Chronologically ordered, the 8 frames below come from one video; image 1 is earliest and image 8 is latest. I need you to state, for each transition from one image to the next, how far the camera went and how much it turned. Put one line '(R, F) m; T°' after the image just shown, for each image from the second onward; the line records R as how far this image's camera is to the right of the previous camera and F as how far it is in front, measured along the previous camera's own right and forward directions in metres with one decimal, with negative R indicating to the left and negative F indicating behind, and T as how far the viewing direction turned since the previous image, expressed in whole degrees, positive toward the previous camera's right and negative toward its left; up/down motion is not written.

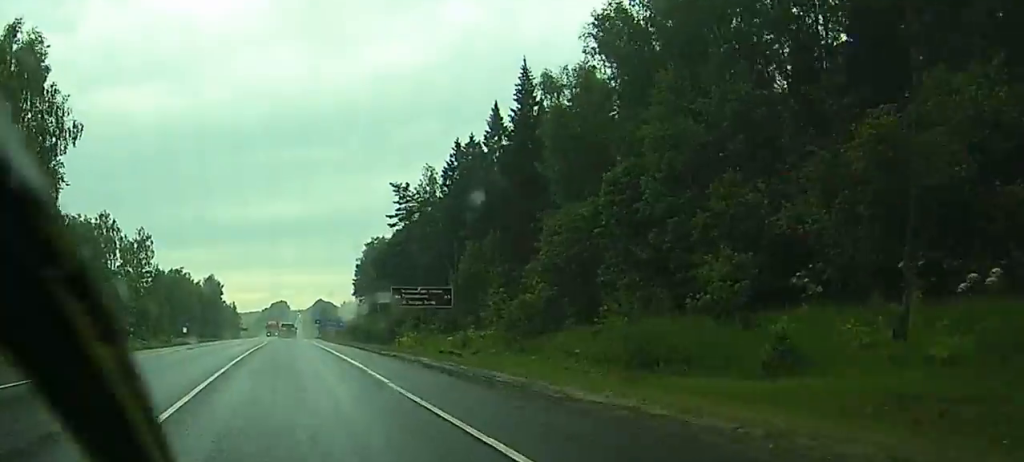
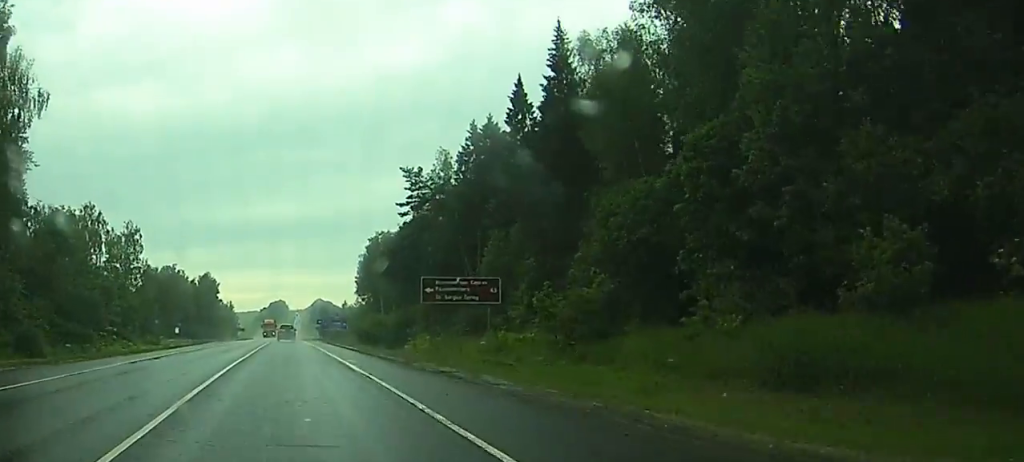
(0.0, +10.8) m; 0°
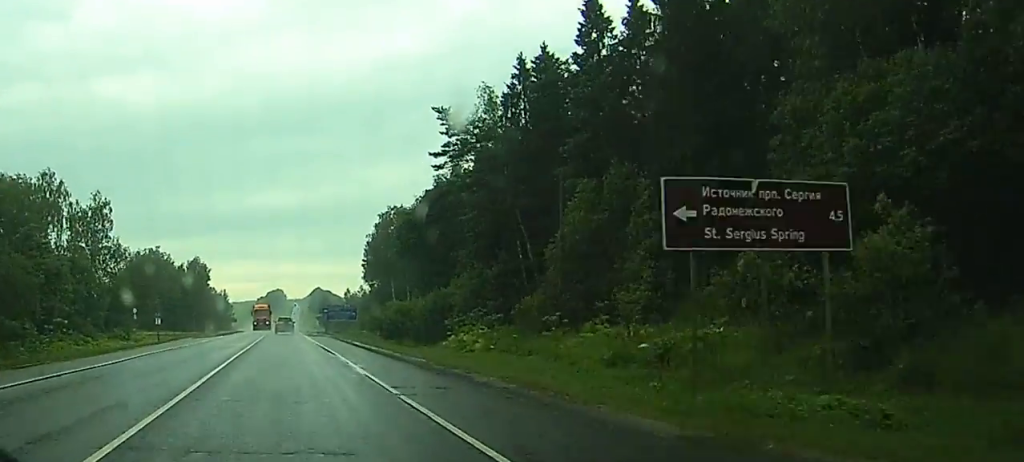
(0.0, +23.5) m; 0°
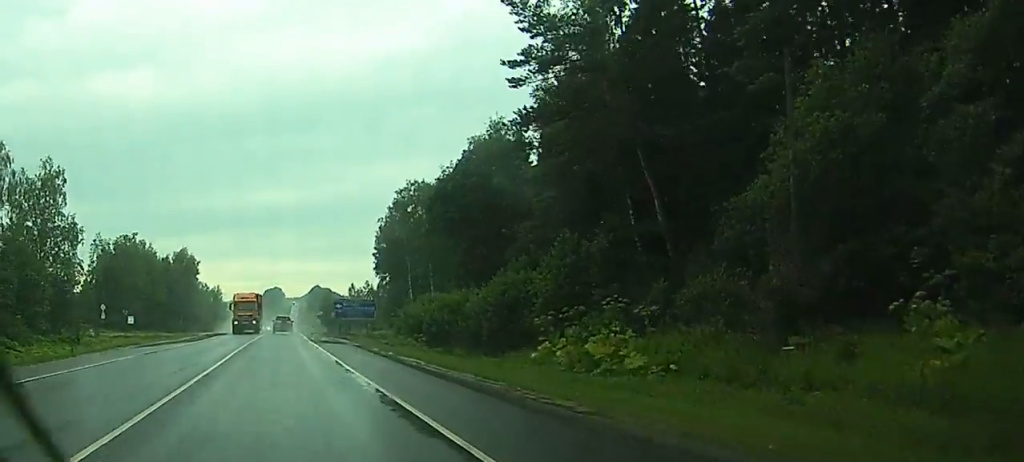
(+0.1, +25.4) m; +1°
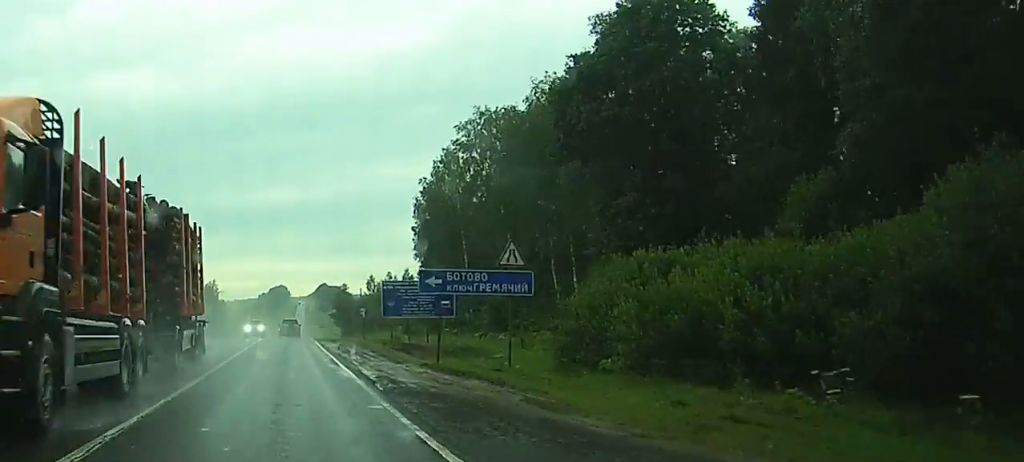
(+0.2, +40.3) m; 0°
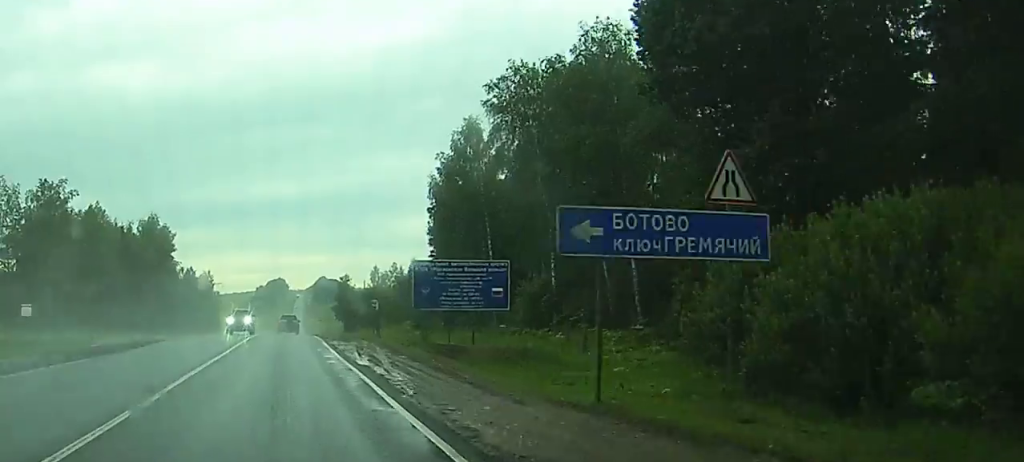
(0.0, +12.4) m; 0°
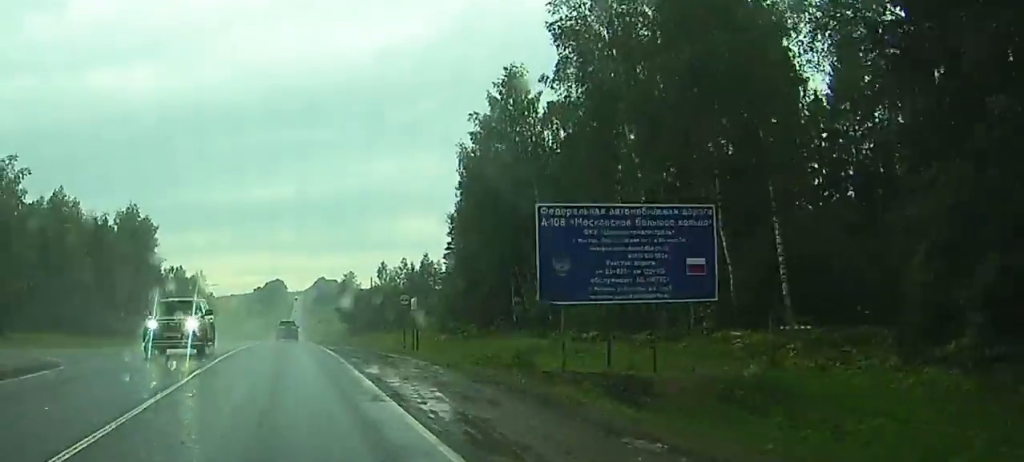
(0.0, +18.2) m; 0°
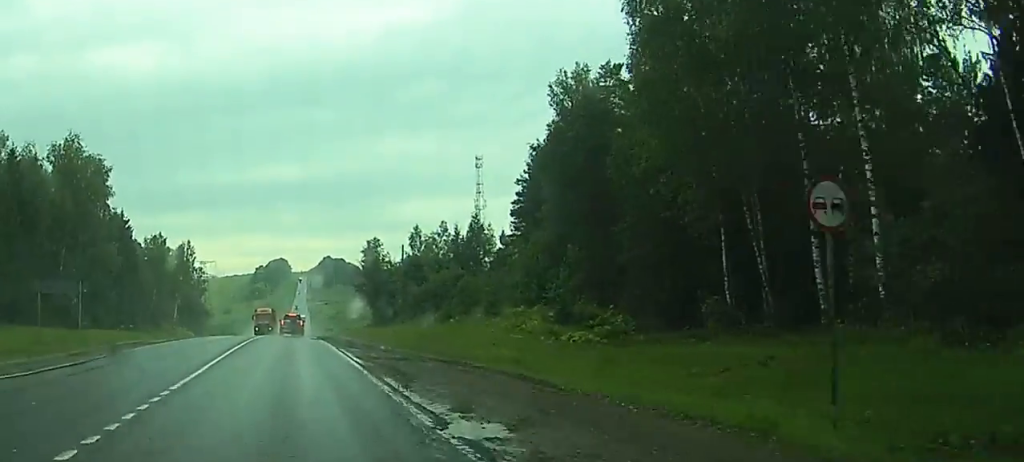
(+0.1, +40.3) m; 0°
